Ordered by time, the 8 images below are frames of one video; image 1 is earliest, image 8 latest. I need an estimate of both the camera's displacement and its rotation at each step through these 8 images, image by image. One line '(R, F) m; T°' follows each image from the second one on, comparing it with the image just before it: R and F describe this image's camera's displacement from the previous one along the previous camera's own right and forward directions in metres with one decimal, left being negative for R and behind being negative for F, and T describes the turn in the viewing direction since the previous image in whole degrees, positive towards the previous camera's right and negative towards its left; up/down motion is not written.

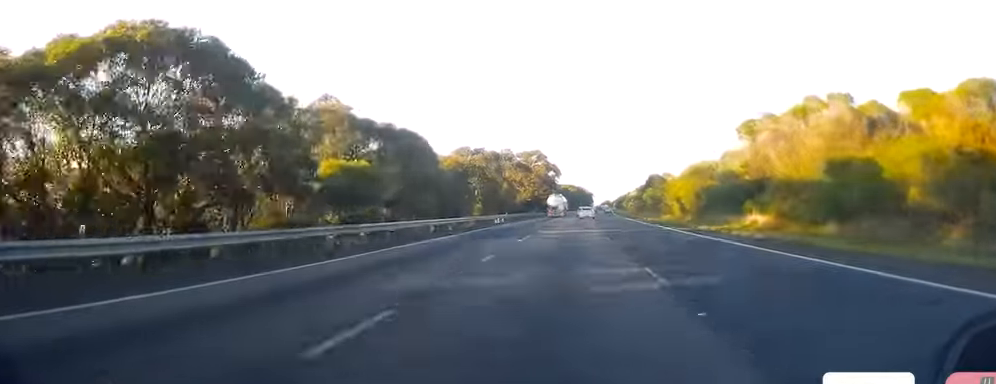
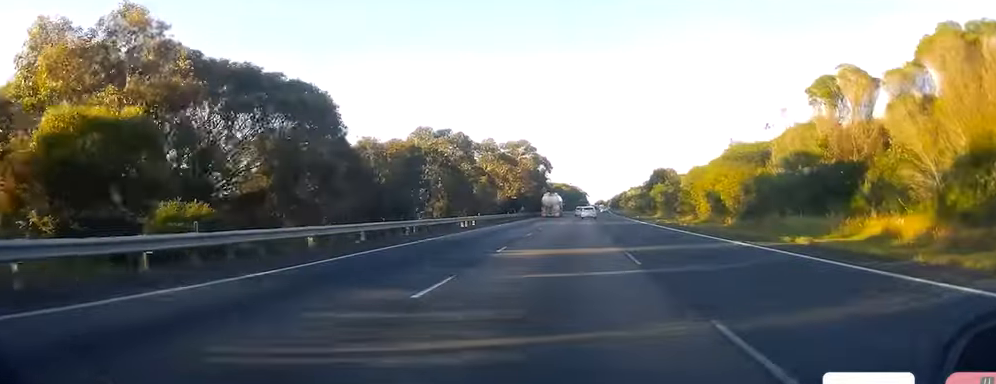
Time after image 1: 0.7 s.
(+0.2, +19.7) m; +1°
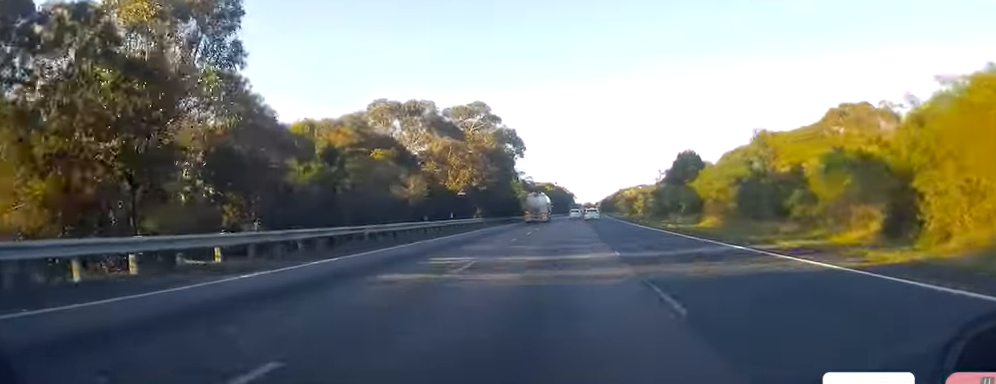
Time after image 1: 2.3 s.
(+0.4, +44.1) m; 0°
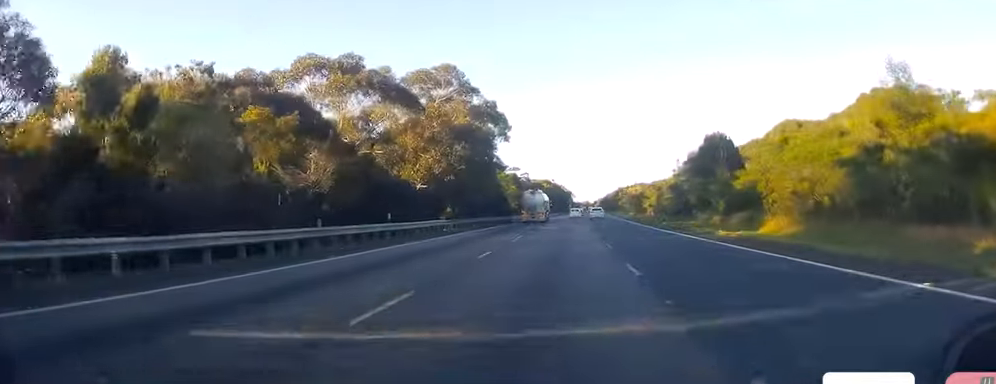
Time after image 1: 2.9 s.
(-0.5, +18.6) m; +1°
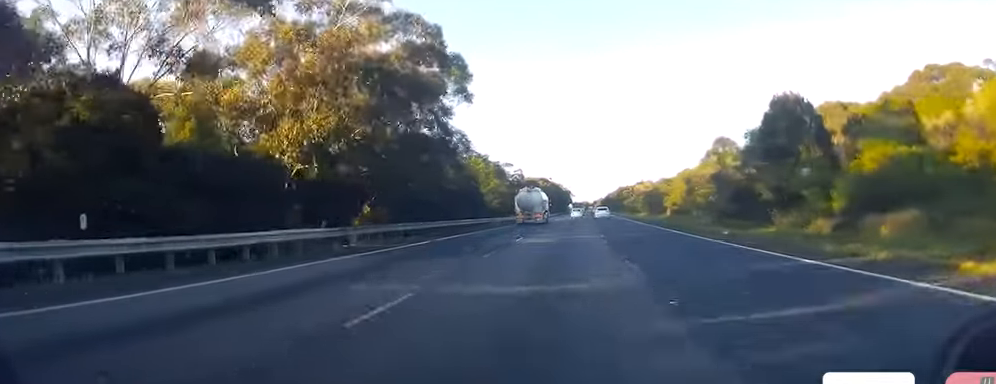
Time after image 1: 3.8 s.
(+0.7, +24.0) m; +1°
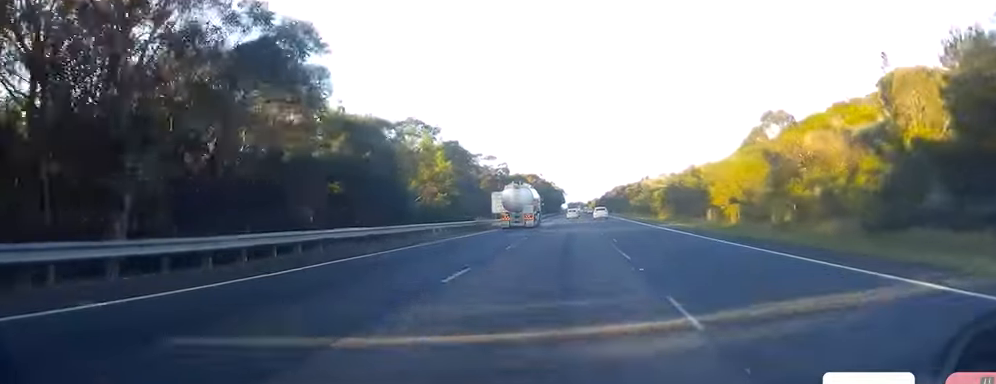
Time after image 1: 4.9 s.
(0.0, +30.4) m; 0°
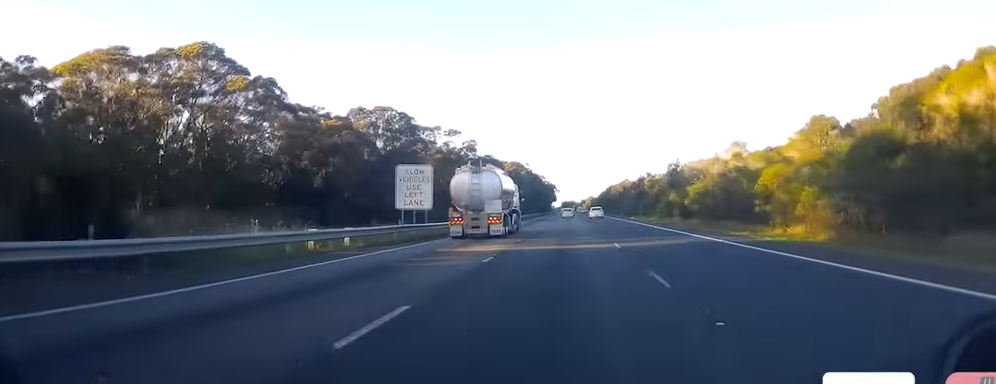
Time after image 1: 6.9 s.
(+1.2, +54.9) m; +1°
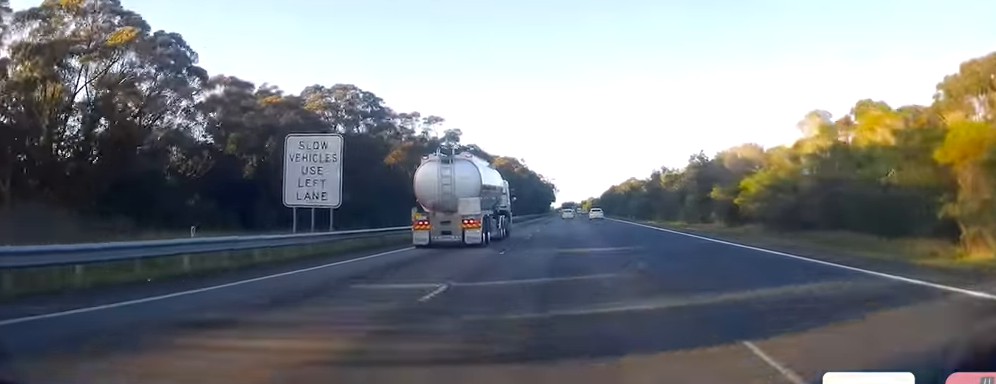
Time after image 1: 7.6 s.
(-0.3, +20.1) m; -1°
